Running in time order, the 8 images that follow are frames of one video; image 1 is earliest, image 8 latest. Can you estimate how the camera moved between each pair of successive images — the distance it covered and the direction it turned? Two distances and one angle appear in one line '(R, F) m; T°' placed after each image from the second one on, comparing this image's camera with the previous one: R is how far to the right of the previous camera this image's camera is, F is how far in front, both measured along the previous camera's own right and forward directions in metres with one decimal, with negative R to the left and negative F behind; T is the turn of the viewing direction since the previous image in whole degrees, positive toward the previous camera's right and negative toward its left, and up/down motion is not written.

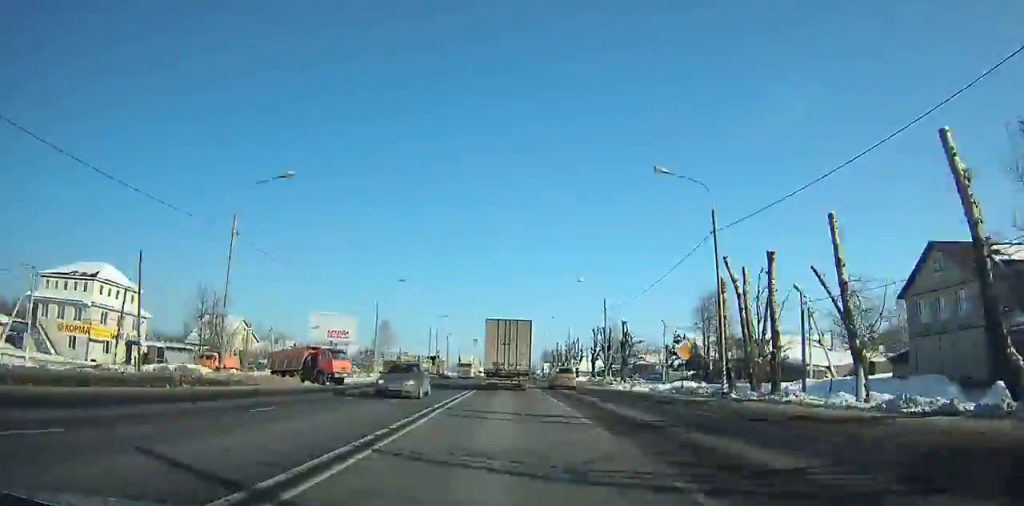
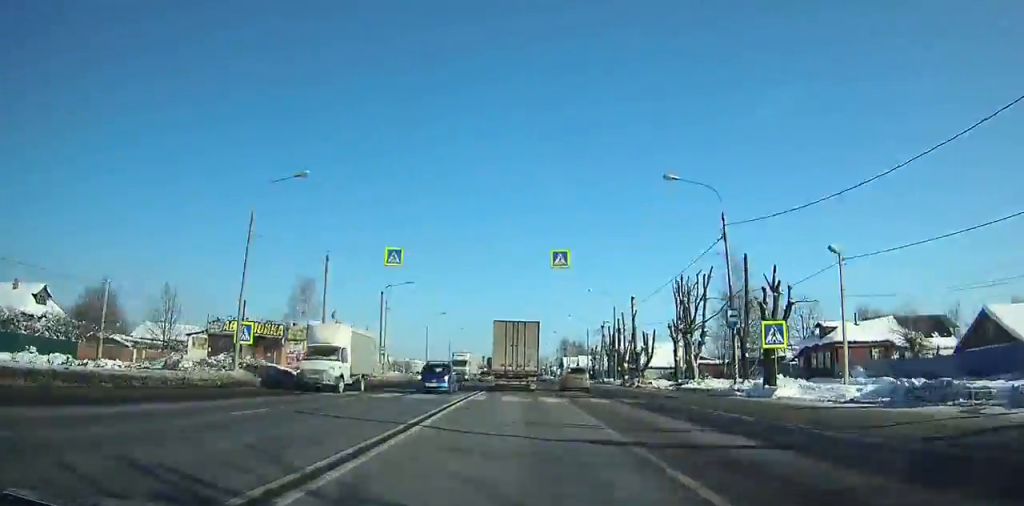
(+0.1, +72.9) m; 0°
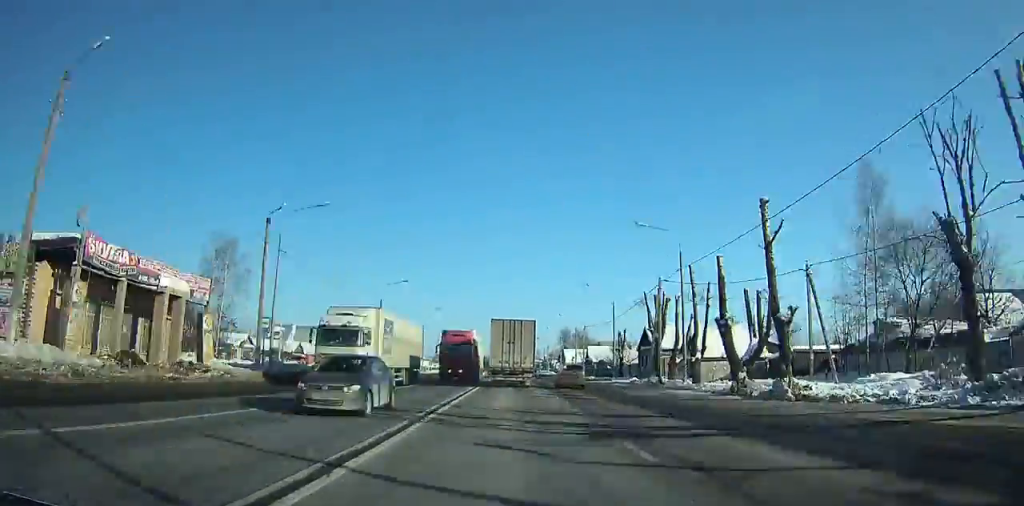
(+0.1, +28.7) m; -1°
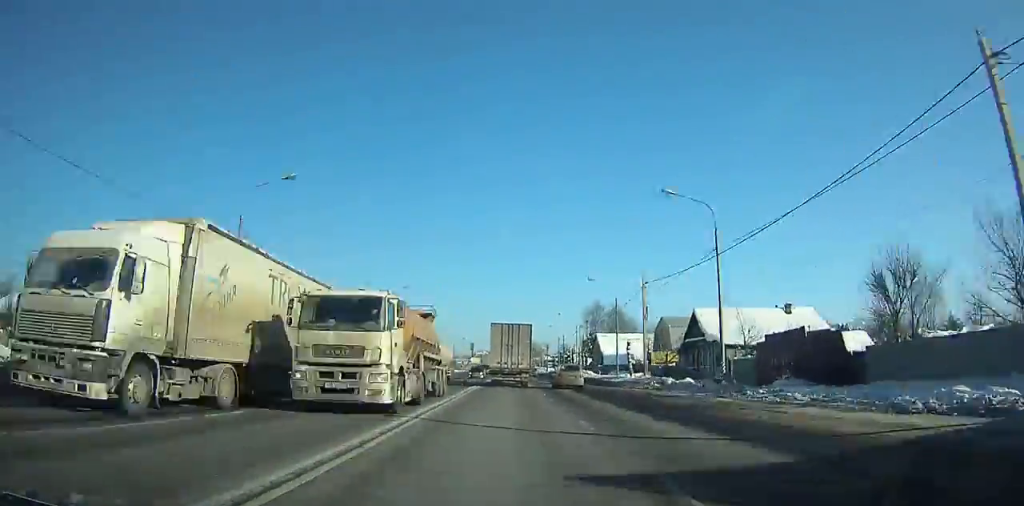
(-1.5, +65.2) m; -1°
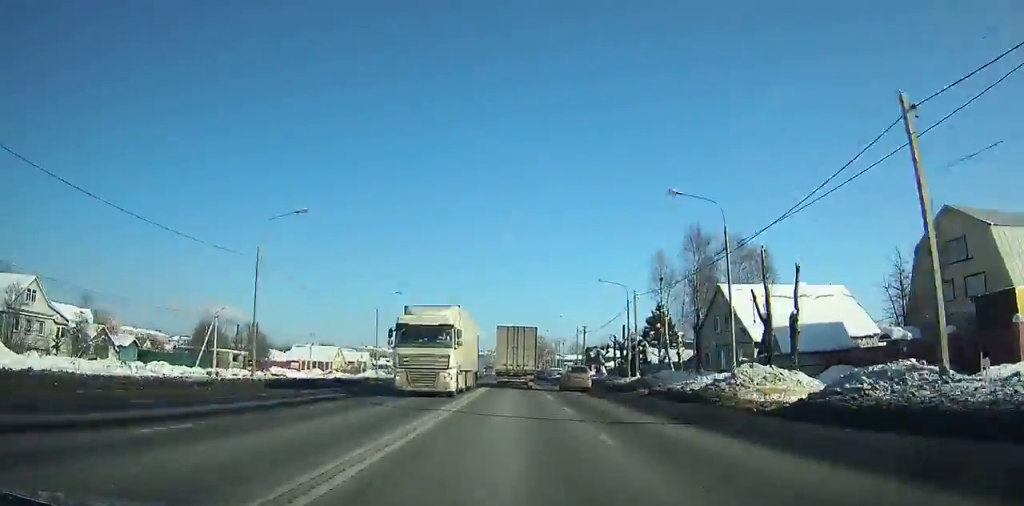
(+1.4, +67.6) m; +3°
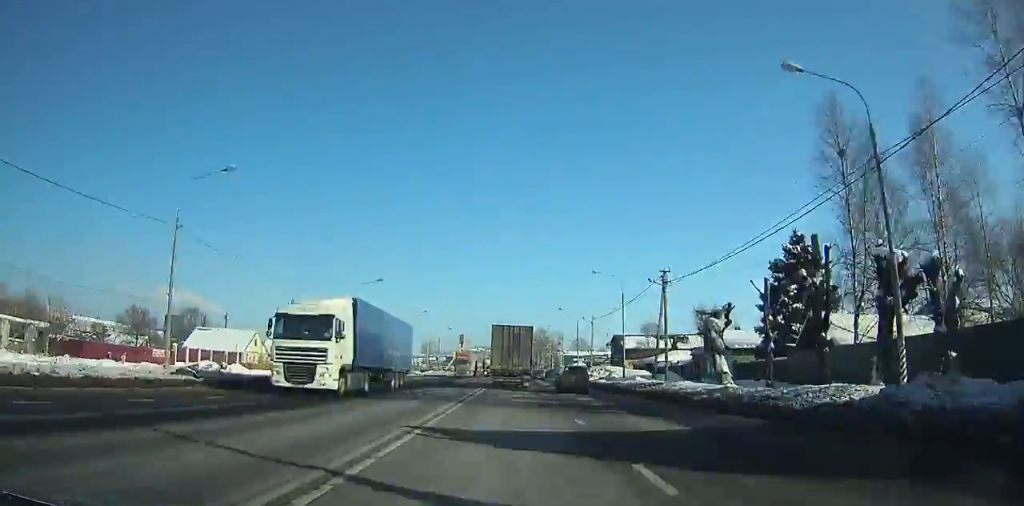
(+1.3, +45.0) m; 0°
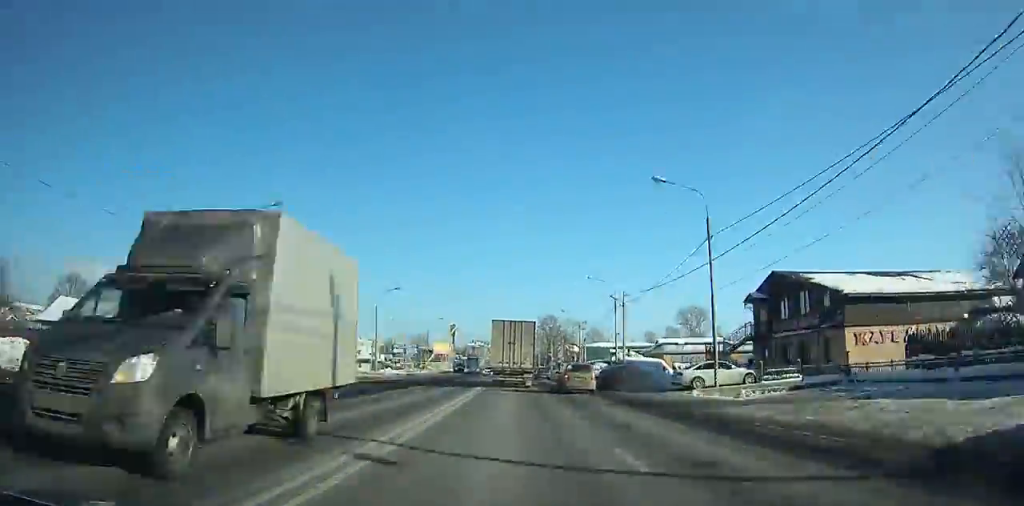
(-1.8, +61.4) m; -2°
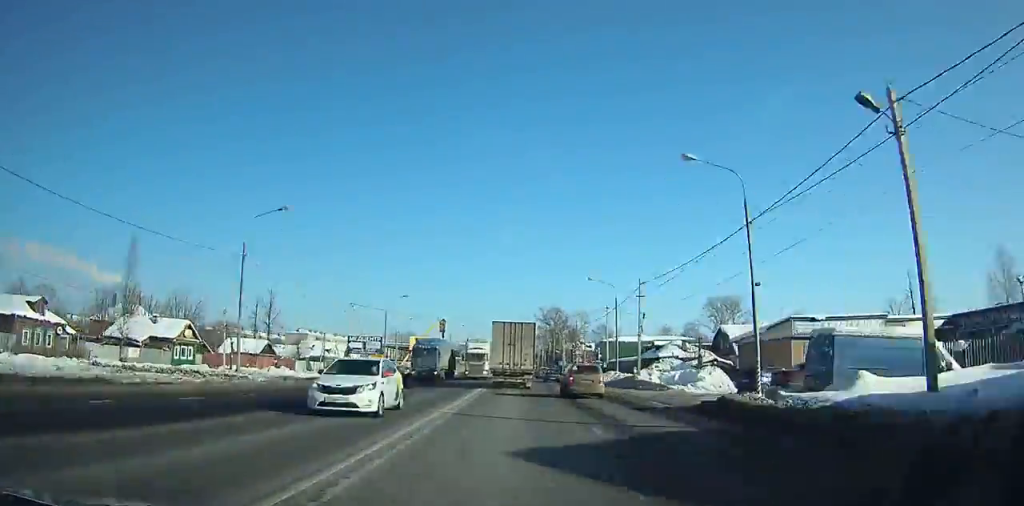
(-0.2, +36.0) m; 0°
